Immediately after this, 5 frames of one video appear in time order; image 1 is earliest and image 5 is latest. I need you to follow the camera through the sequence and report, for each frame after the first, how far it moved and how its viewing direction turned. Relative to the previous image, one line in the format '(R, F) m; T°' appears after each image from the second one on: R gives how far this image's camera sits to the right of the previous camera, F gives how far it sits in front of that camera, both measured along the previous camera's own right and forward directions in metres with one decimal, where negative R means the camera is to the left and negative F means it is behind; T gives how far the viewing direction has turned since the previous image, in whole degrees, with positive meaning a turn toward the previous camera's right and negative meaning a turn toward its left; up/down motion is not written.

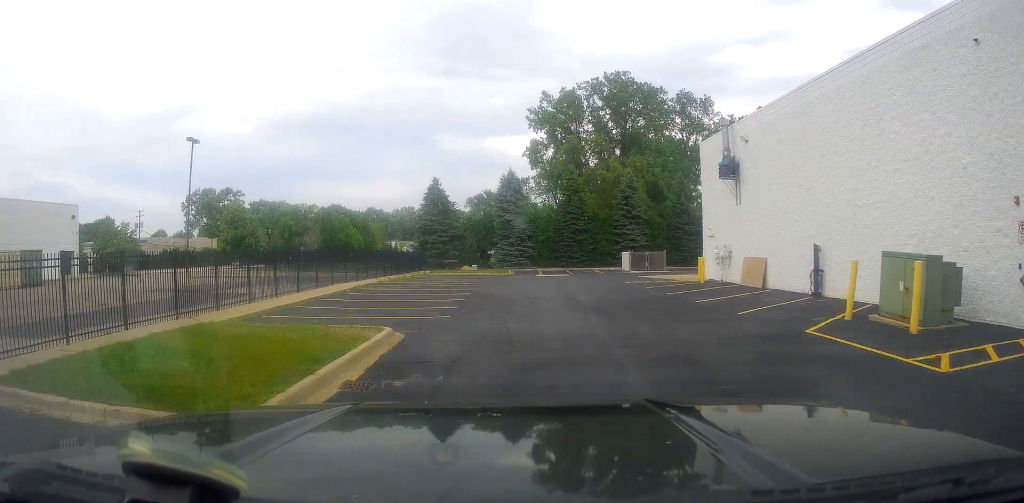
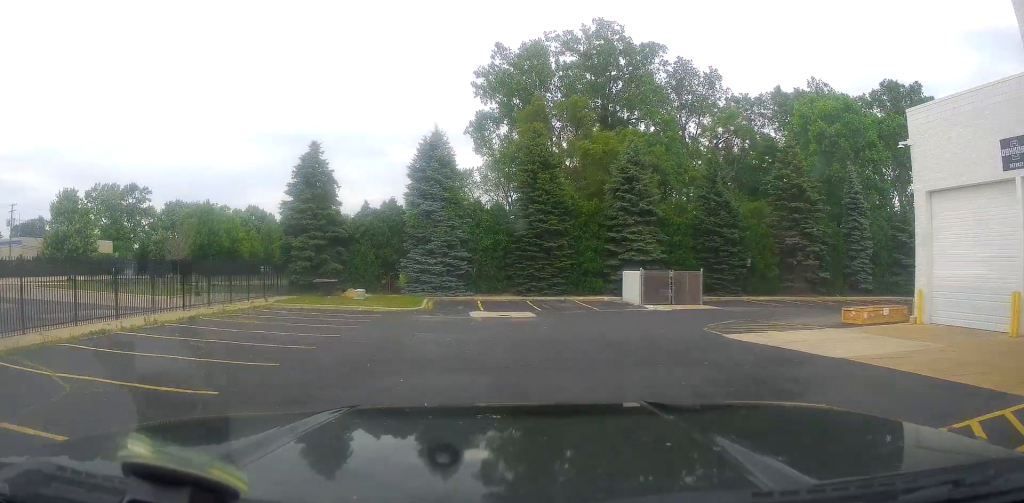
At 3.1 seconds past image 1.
(+0.5, +25.2) m; +6°
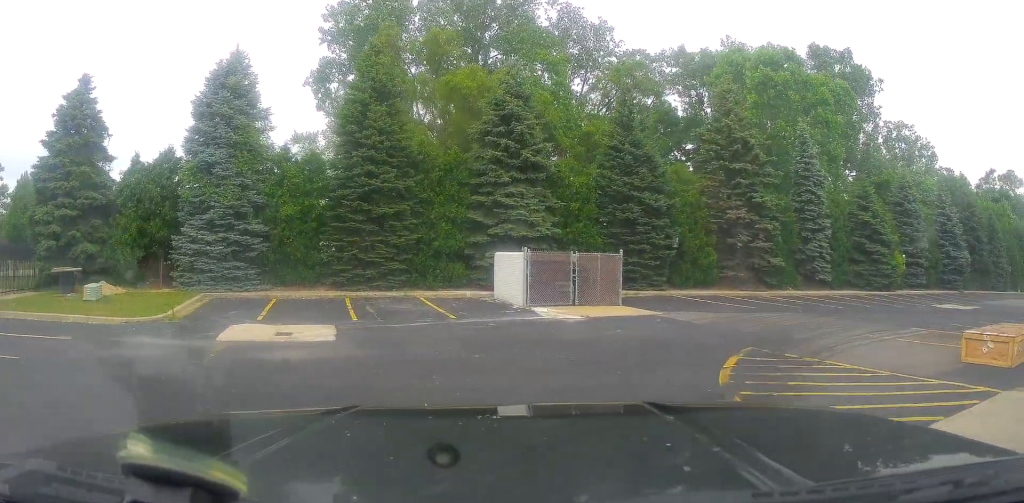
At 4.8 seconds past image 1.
(+1.0, +12.2) m; +13°
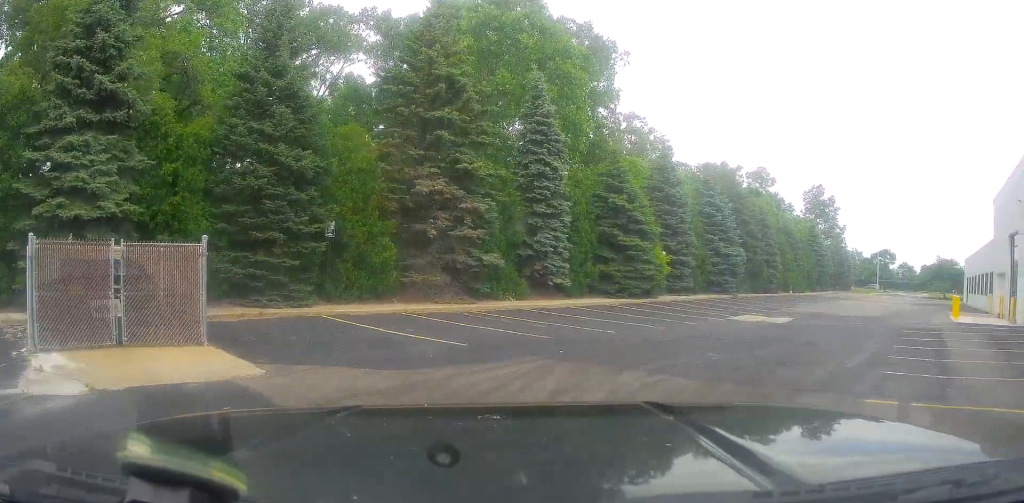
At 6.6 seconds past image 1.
(+2.8, +10.6) m; +39°
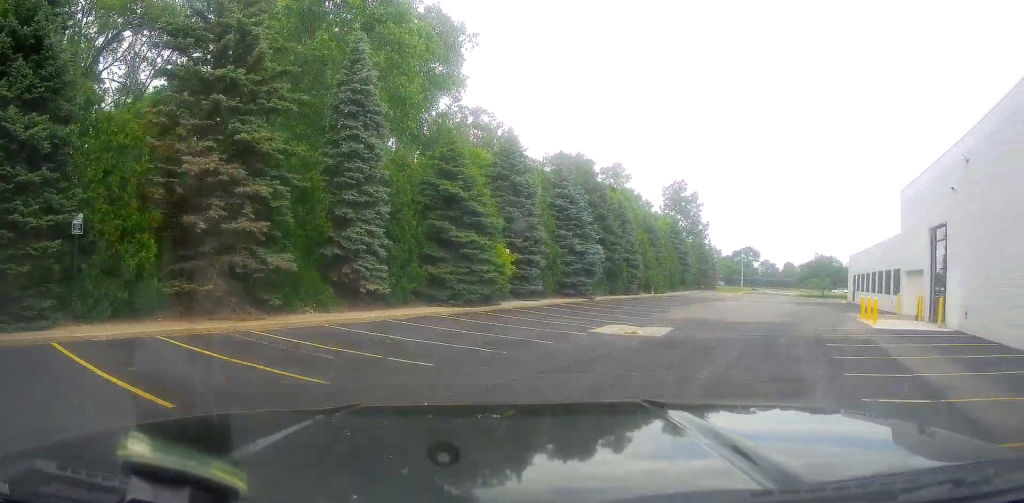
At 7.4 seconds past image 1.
(+0.9, +5.0) m; +9°
